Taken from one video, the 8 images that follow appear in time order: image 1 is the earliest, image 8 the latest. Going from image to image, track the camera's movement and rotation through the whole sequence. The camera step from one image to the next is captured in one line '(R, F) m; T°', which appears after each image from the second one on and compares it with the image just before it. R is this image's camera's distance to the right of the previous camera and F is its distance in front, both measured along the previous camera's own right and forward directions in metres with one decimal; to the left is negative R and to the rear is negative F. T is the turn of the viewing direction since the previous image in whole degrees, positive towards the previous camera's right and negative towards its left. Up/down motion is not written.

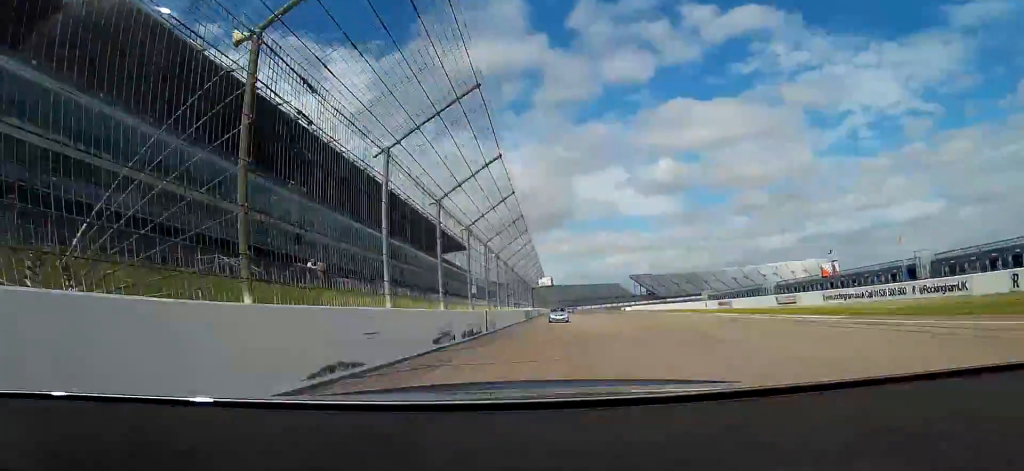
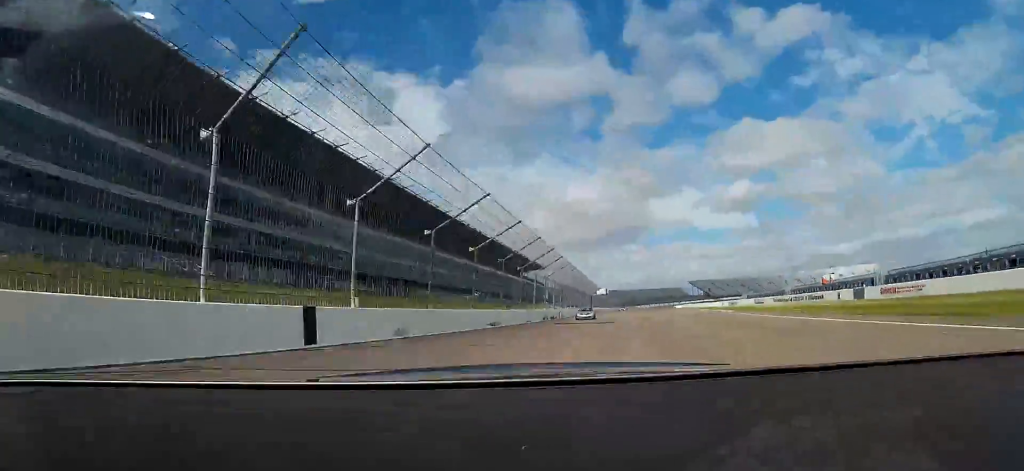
(-1.7, +40.8) m; -4°
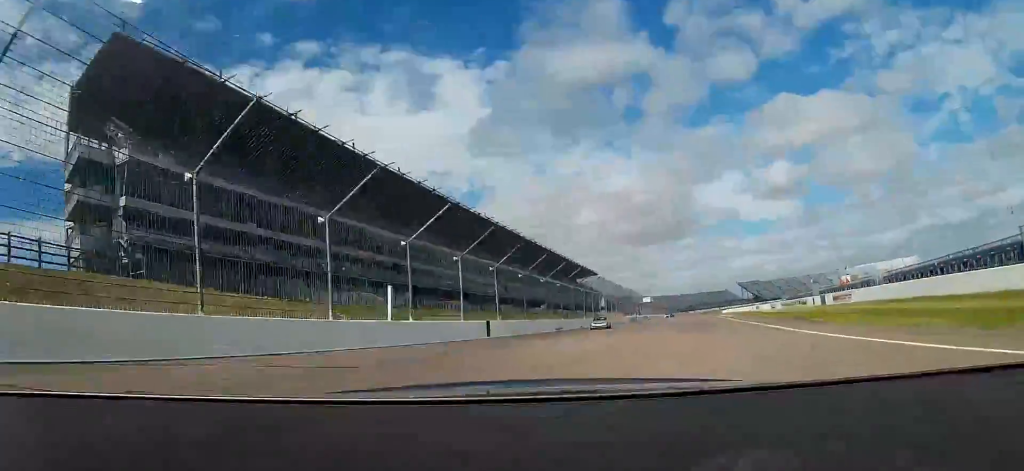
(-0.7, +26.1) m; -3°
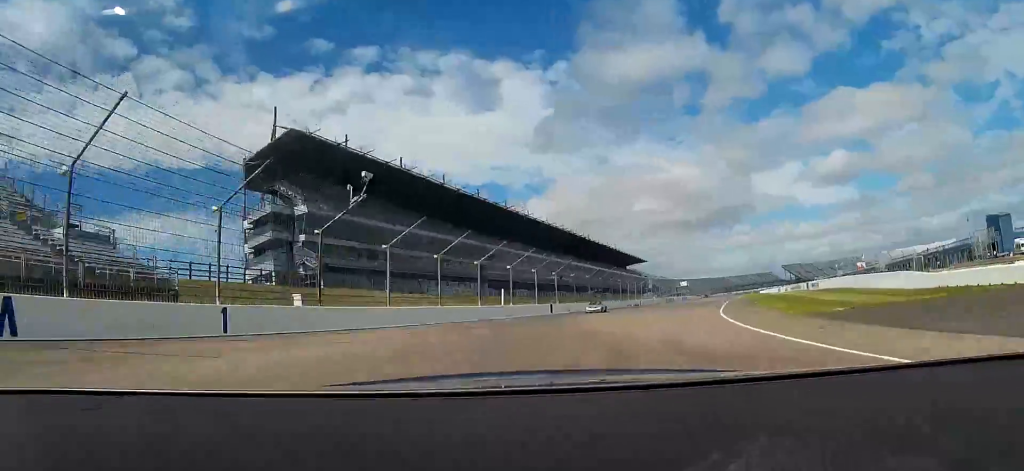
(-1.0, +27.2) m; -6°
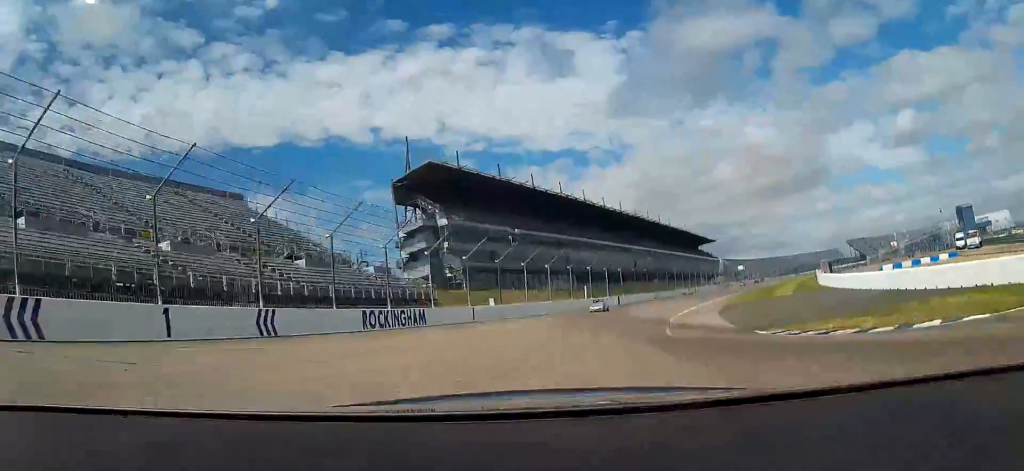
(-2.7, +36.0) m; -11°
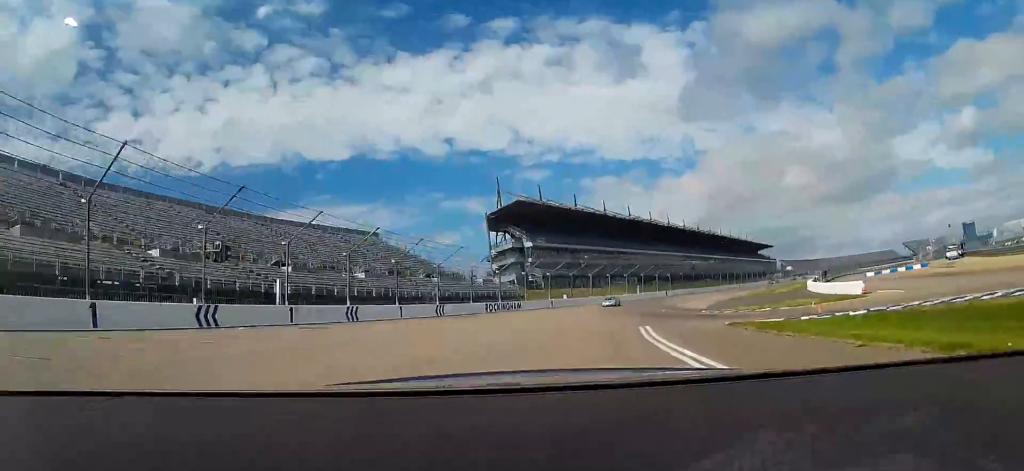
(-2.4, +25.4) m; -8°
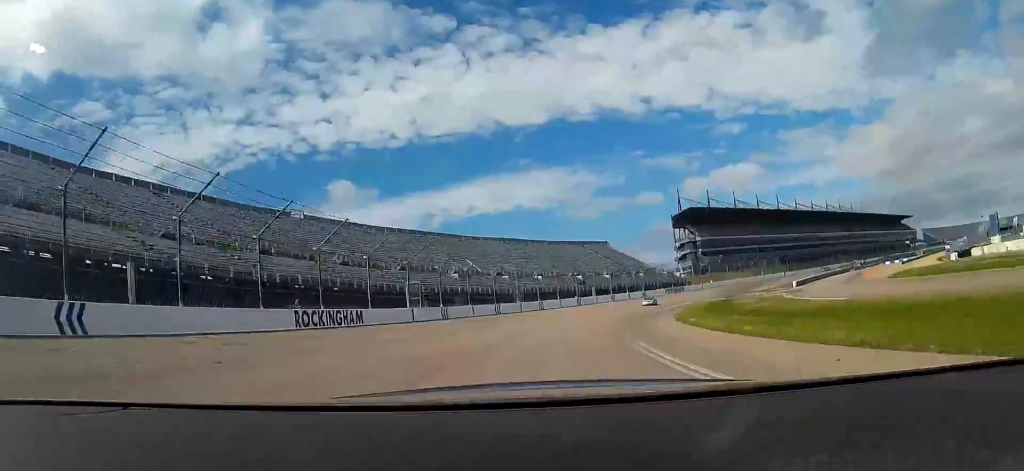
(-12.3, +75.9) m; -19°
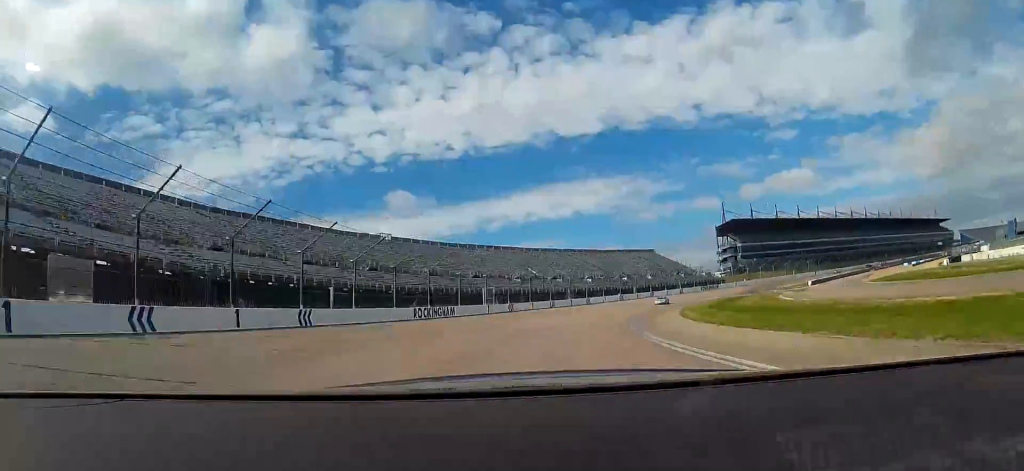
(-0.9, +17.5) m; -4°
